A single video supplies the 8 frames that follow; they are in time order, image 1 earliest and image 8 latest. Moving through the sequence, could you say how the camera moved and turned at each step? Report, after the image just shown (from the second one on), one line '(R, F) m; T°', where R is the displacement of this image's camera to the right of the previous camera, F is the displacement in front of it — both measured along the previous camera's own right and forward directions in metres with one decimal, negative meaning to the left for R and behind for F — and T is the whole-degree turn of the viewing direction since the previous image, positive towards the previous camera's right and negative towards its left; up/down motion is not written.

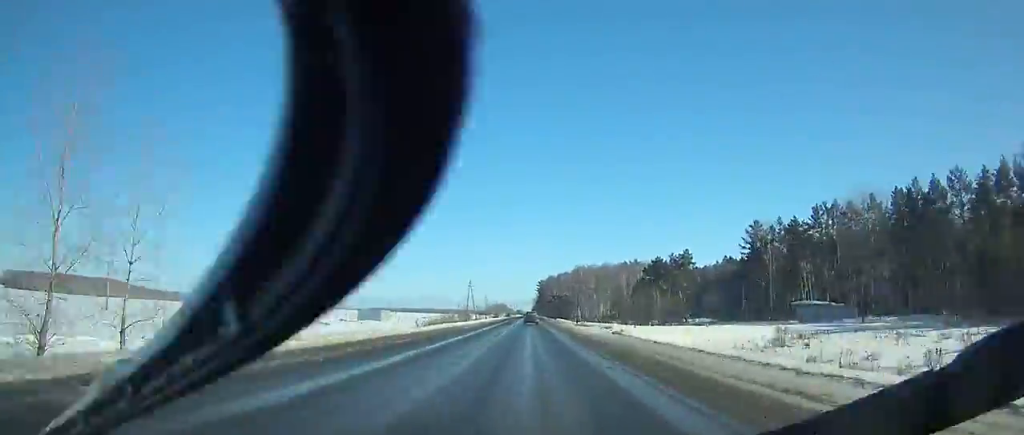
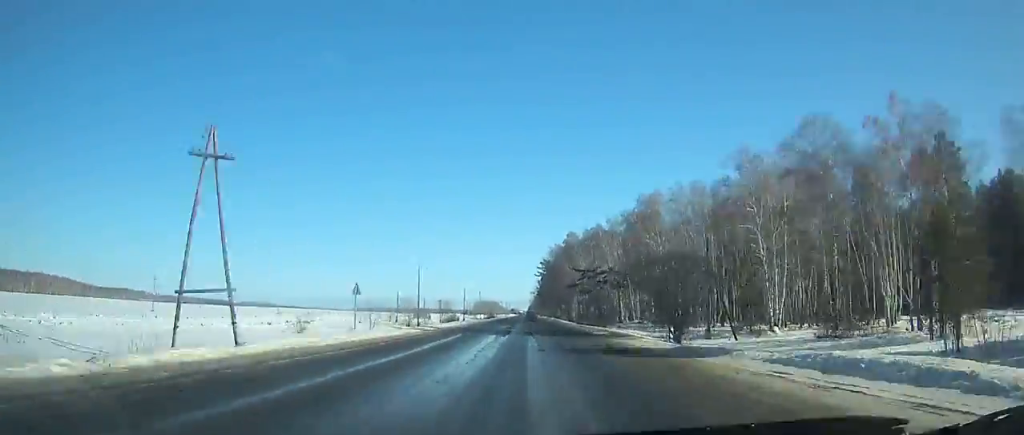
(+0.1, +124.4) m; 0°
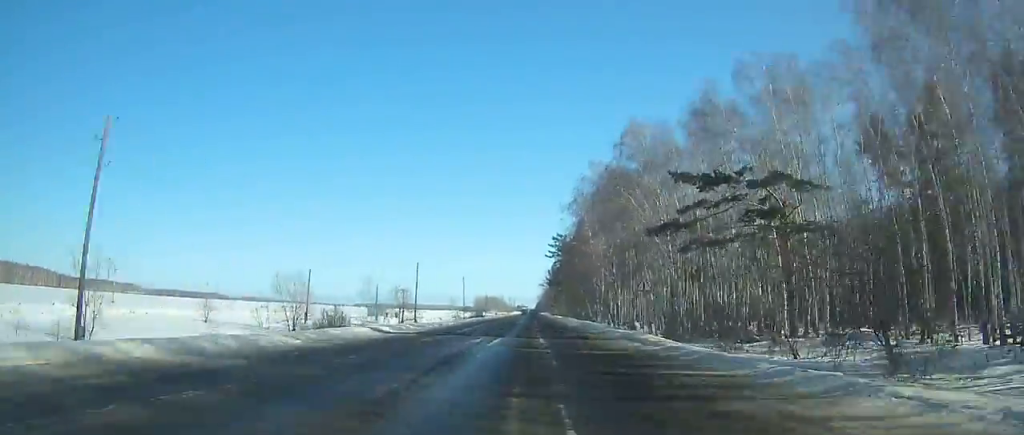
(-0.1, +64.1) m; 0°
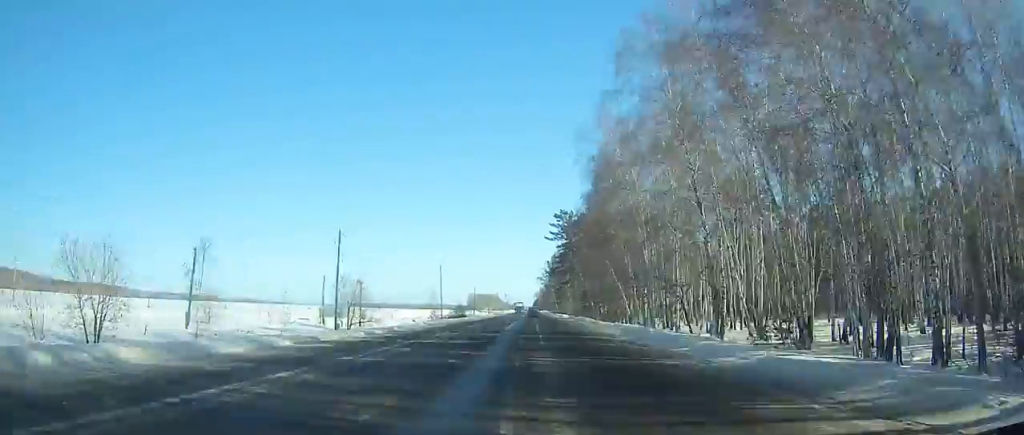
(0.0, +32.2) m; 0°
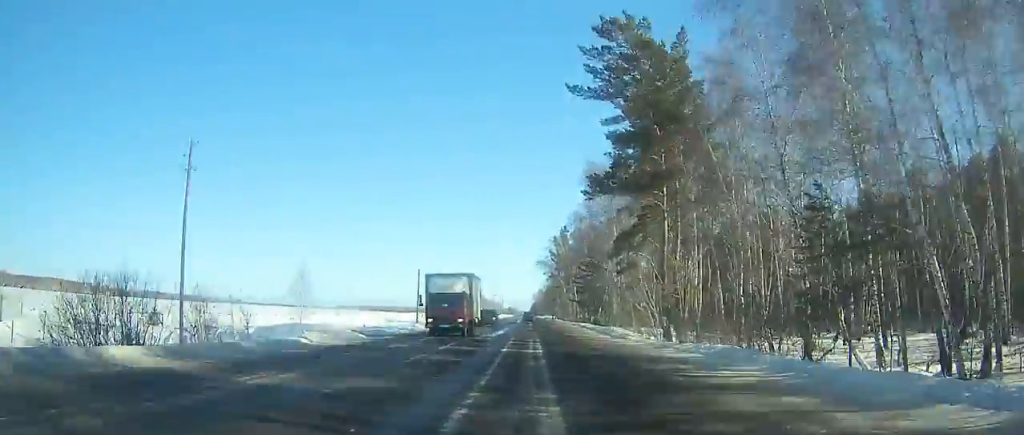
(+0.2, +78.9) m; 0°
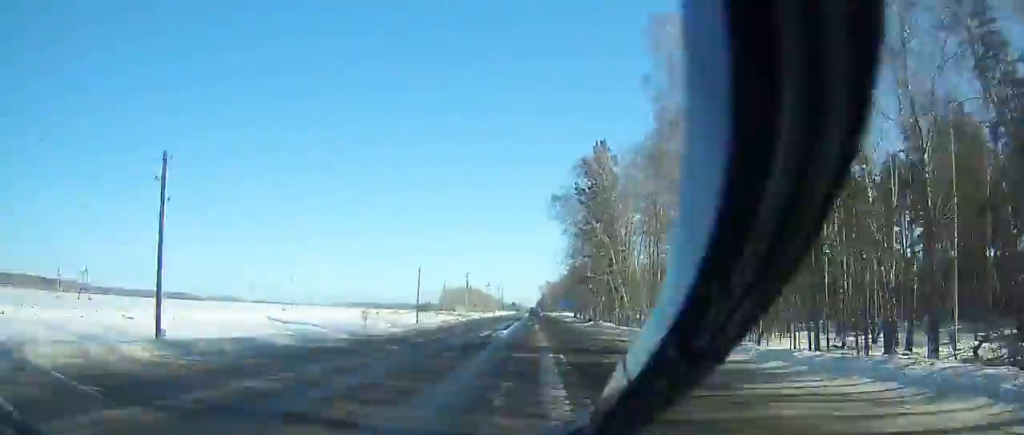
(-0.1, +63.1) m; 0°
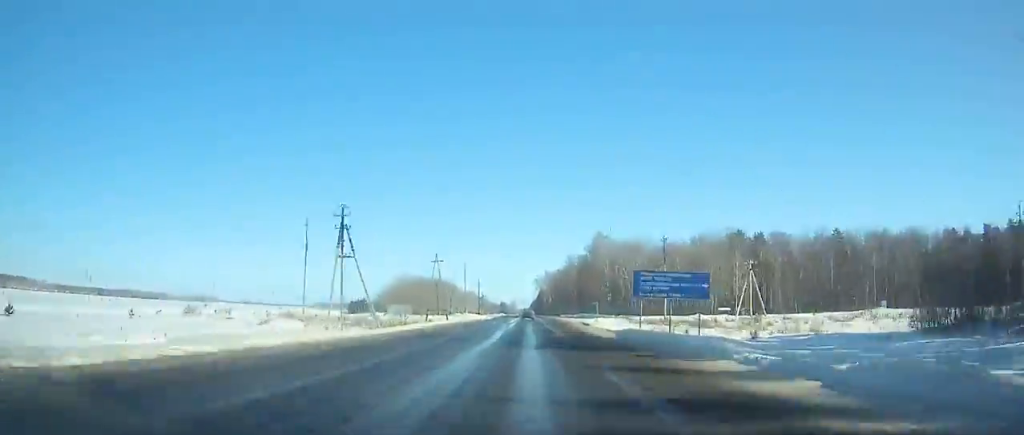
(-0.1, +97.8) m; 0°
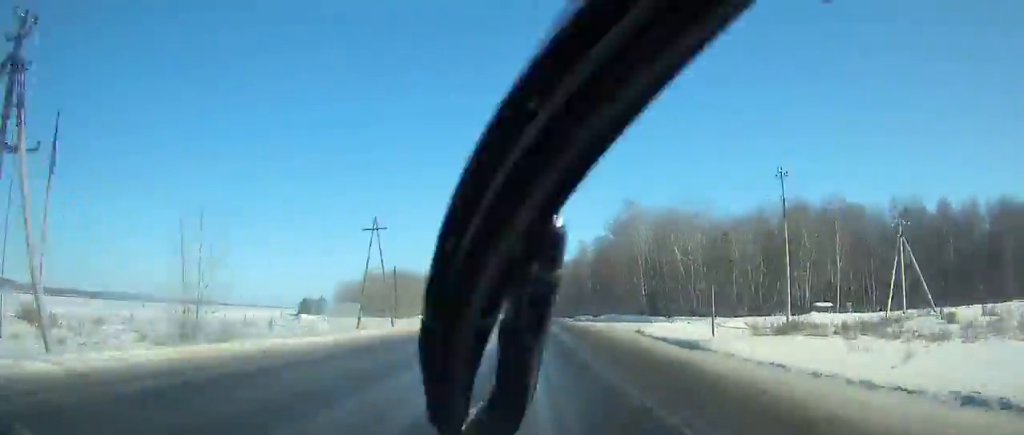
(0.0, +39.3) m; 0°
